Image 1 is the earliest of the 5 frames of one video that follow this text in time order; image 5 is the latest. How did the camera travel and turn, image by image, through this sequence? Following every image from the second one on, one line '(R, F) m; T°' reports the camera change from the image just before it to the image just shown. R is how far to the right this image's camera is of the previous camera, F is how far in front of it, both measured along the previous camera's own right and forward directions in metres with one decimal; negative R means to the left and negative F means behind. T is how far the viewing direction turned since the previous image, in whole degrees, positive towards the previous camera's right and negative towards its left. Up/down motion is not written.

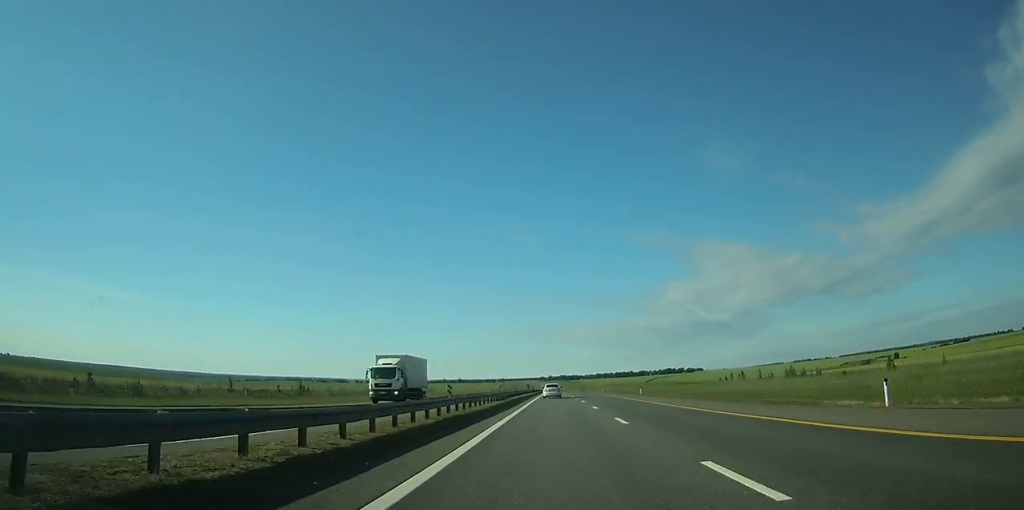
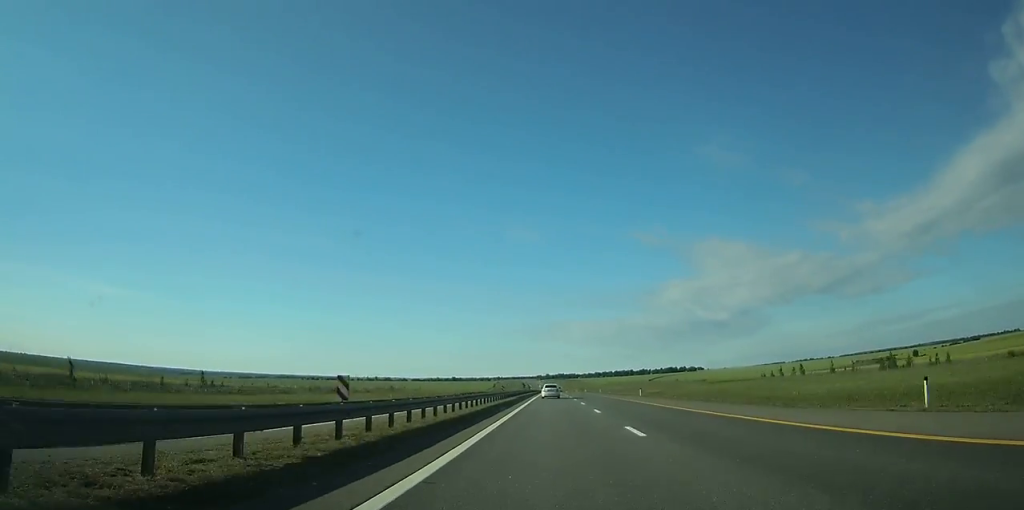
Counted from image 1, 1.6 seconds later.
(0.0, +54.1) m; 0°
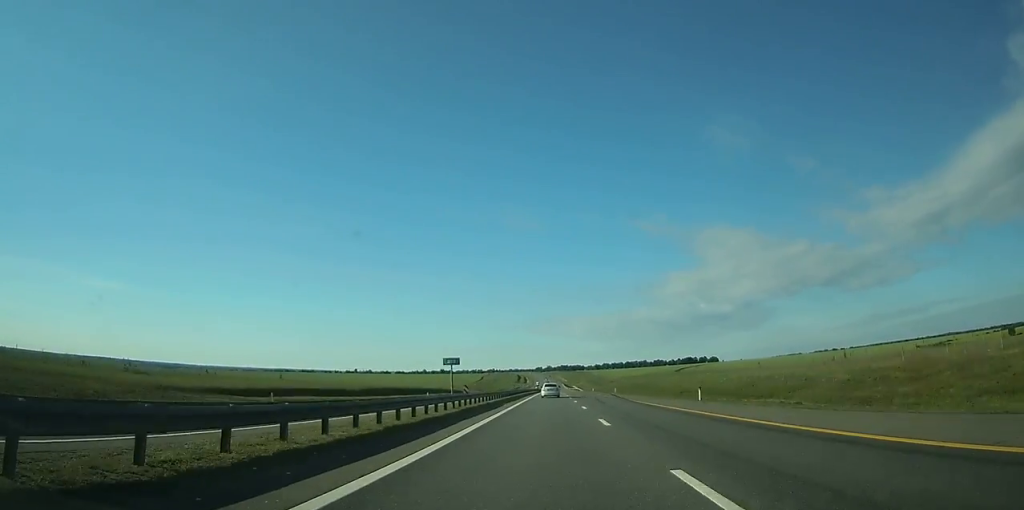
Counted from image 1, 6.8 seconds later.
(-0.3, +171.3) m; 0°
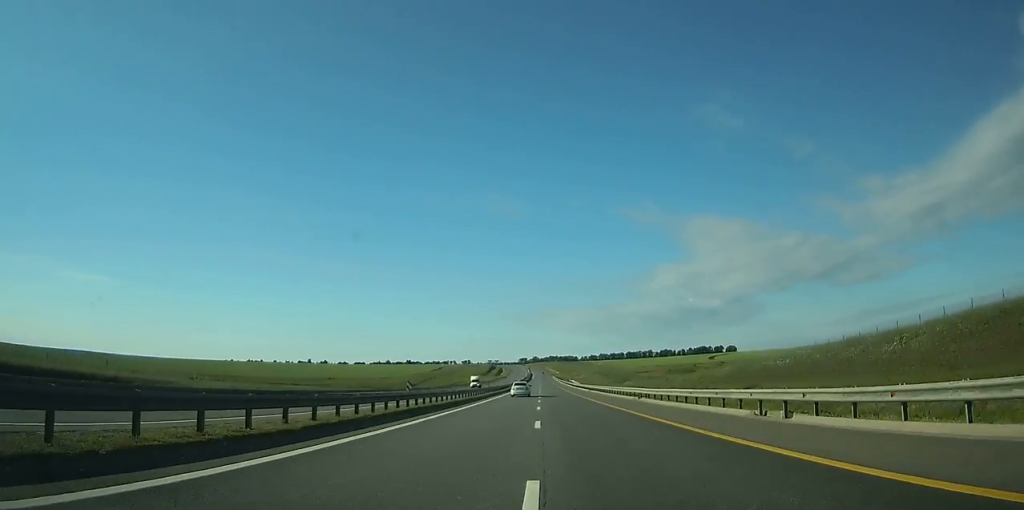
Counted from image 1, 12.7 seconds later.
(+1.5, +197.1) m; +1°
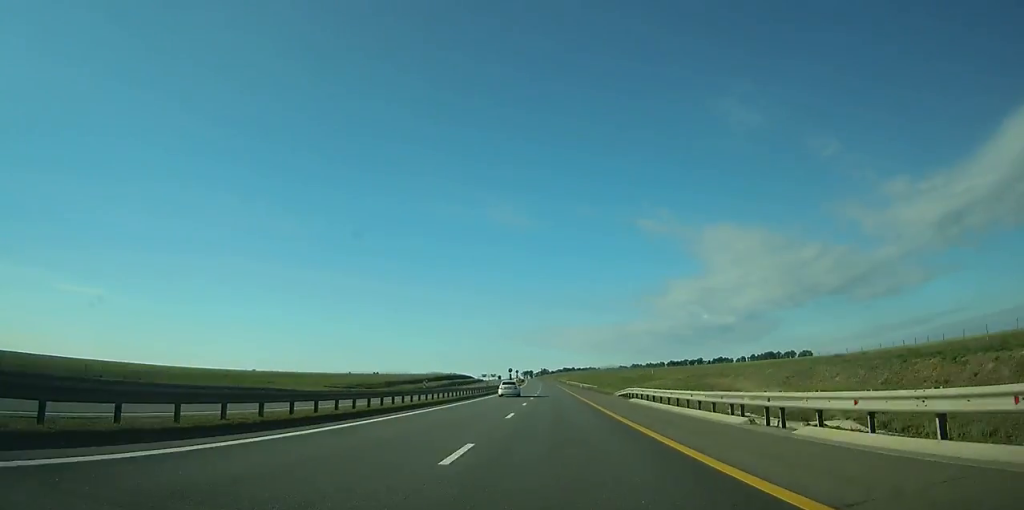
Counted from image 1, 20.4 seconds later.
(-1.9, +267.0) m; -1°
